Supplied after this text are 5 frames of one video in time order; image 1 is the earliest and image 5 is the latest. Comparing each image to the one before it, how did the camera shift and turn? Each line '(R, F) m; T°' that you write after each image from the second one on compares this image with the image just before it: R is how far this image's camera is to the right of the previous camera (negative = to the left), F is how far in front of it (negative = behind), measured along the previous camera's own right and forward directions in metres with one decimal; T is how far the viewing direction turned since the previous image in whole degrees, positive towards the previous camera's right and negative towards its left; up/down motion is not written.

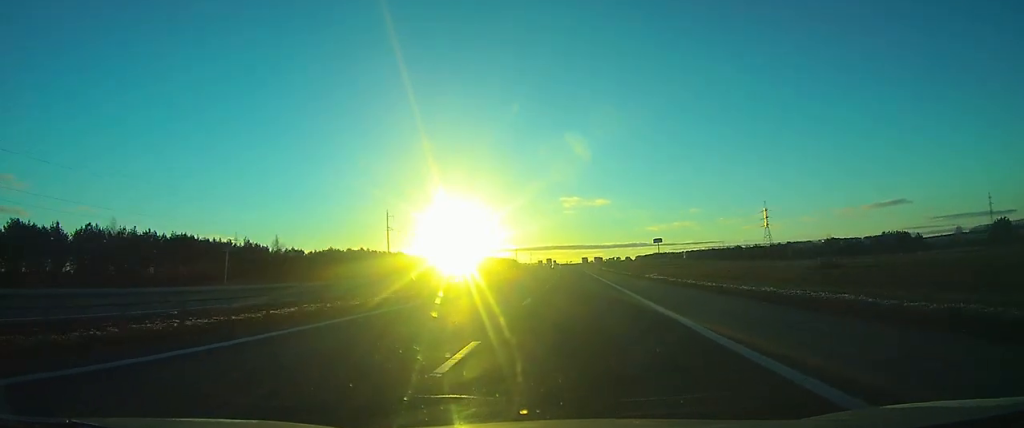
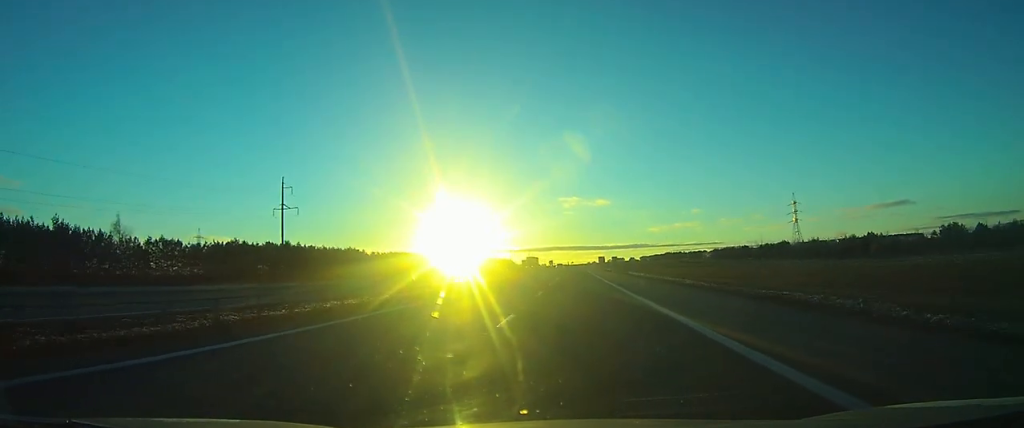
(+0.2, +68.6) m; 0°
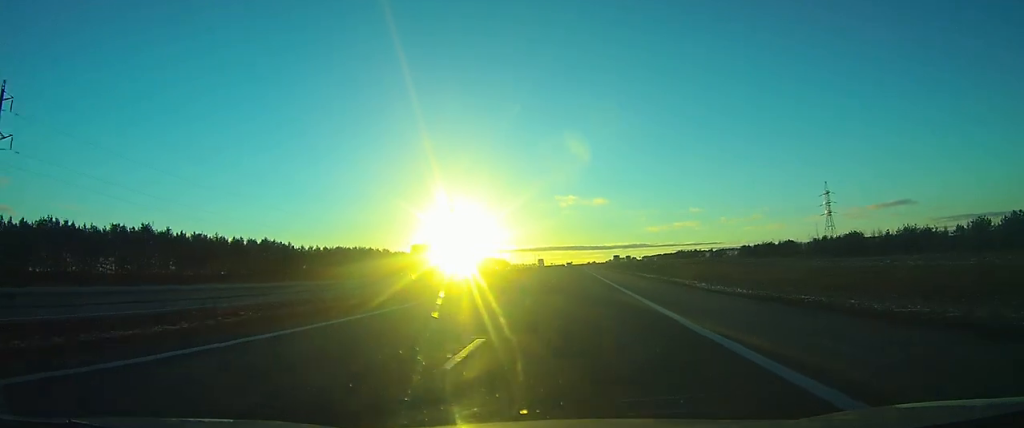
(-0.2, +64.4) m; 0°
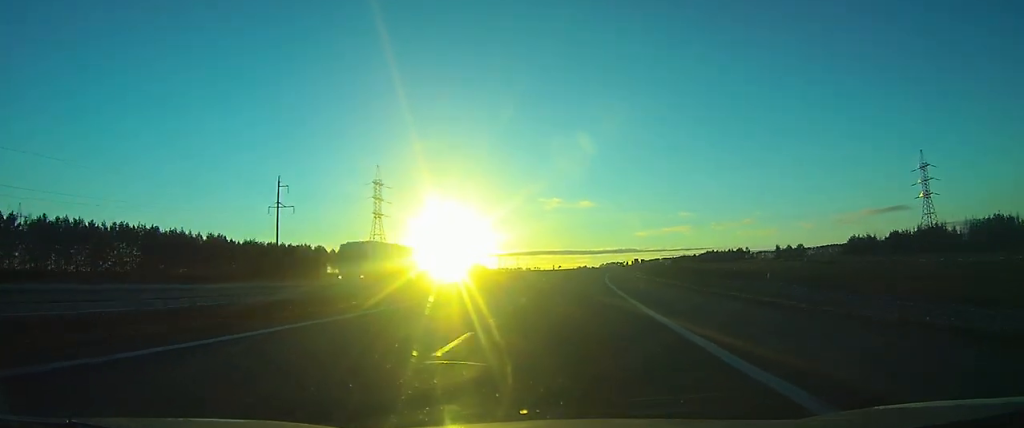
(+0.4, +127.2) m; +1°
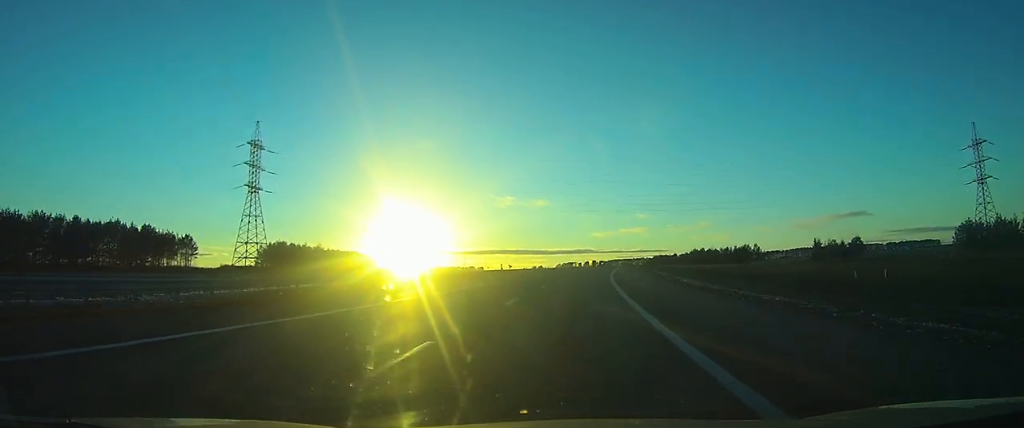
(+2.0, +75.3) m; +3°
